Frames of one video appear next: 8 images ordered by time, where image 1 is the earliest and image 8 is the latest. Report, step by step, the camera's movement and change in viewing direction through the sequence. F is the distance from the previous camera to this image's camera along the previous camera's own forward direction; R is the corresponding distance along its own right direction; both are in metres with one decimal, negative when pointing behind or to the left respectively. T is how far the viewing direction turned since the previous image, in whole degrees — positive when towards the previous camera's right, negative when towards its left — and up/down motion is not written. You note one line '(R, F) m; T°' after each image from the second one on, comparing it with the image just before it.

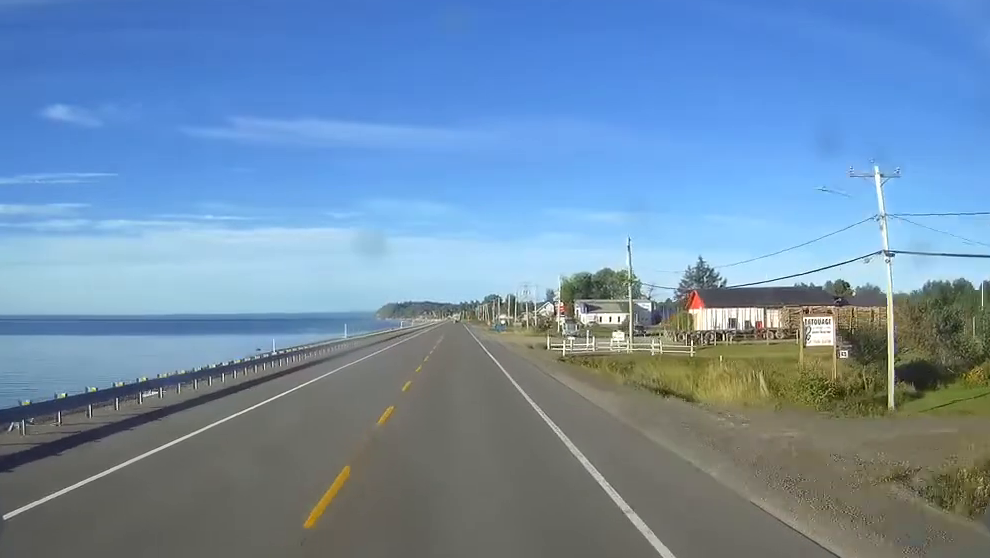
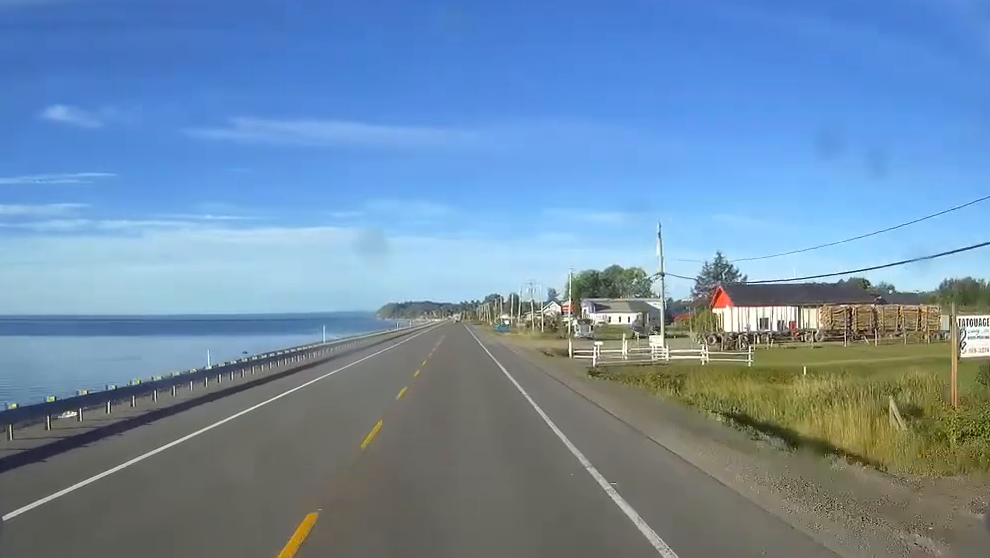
(0.0, +12.1) m; 0°
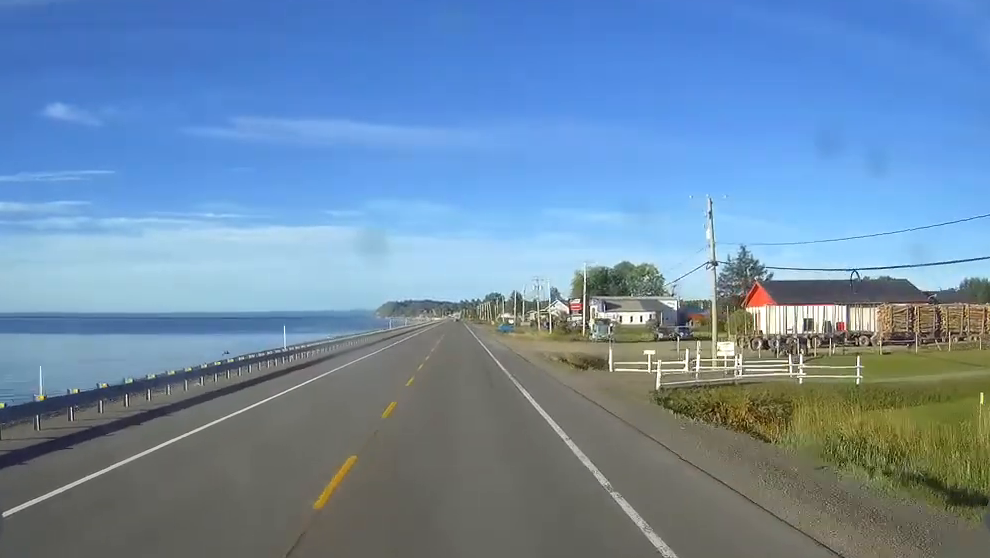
(0.0, +14.0) m; 0°
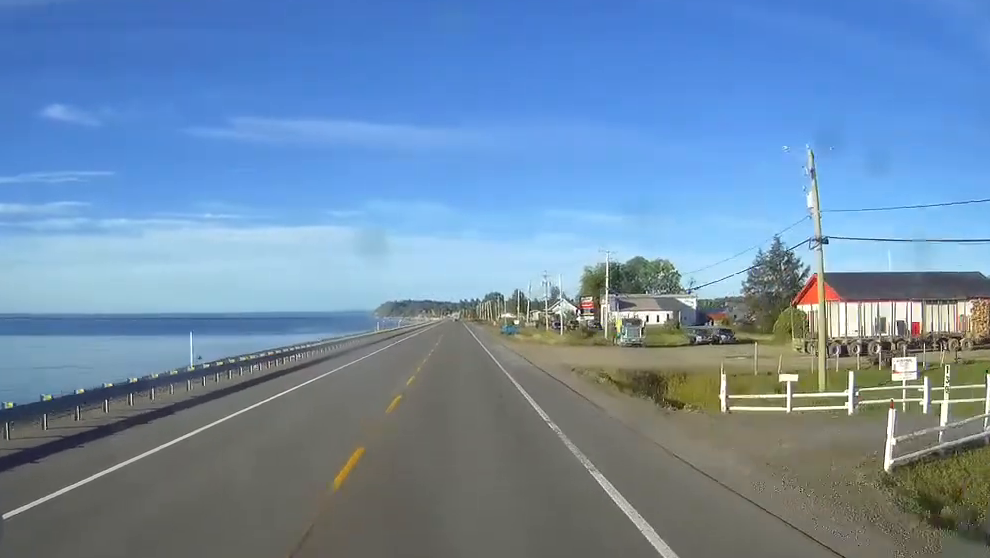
(0.0, +16.7) m; 0°
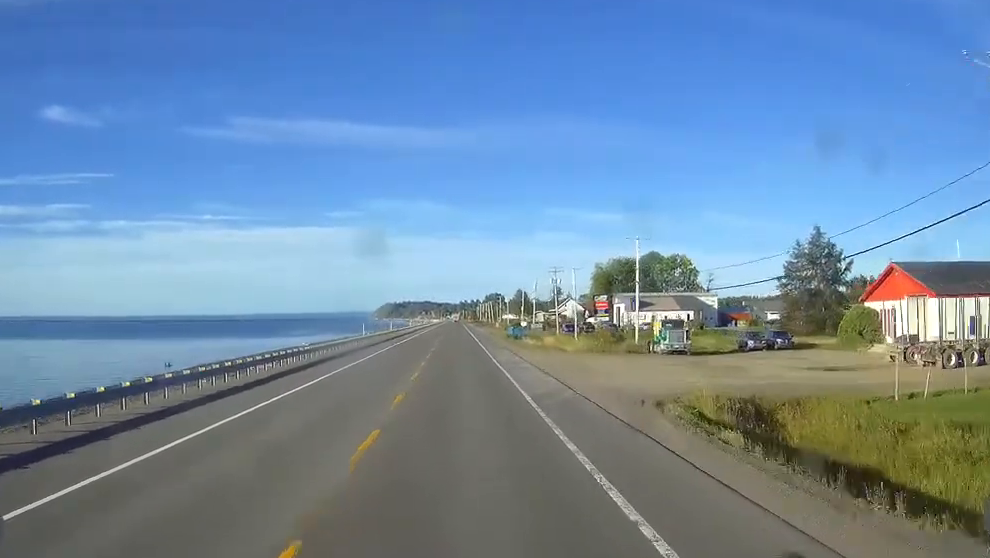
(0.0, +15.8) m; 0°
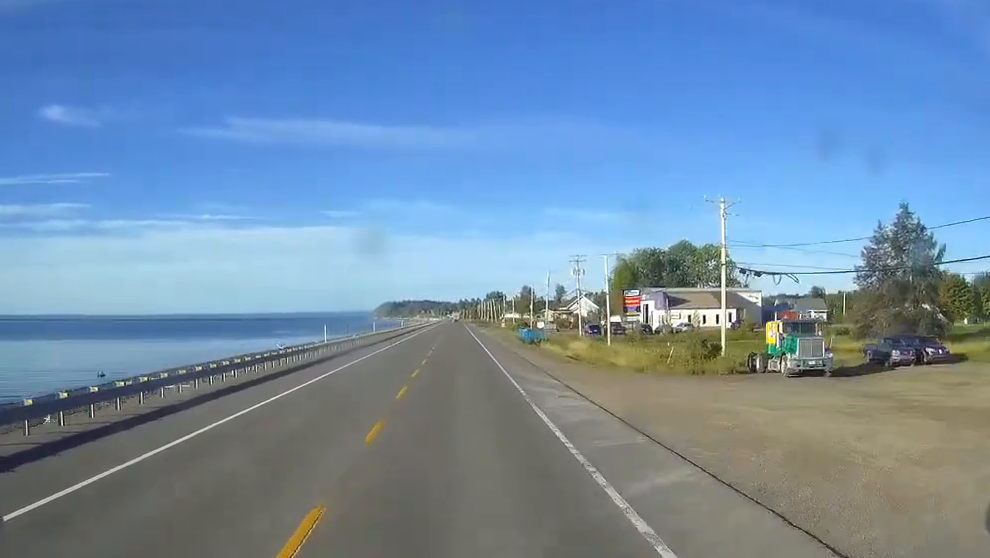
(0.0, +25.1) m; 0°
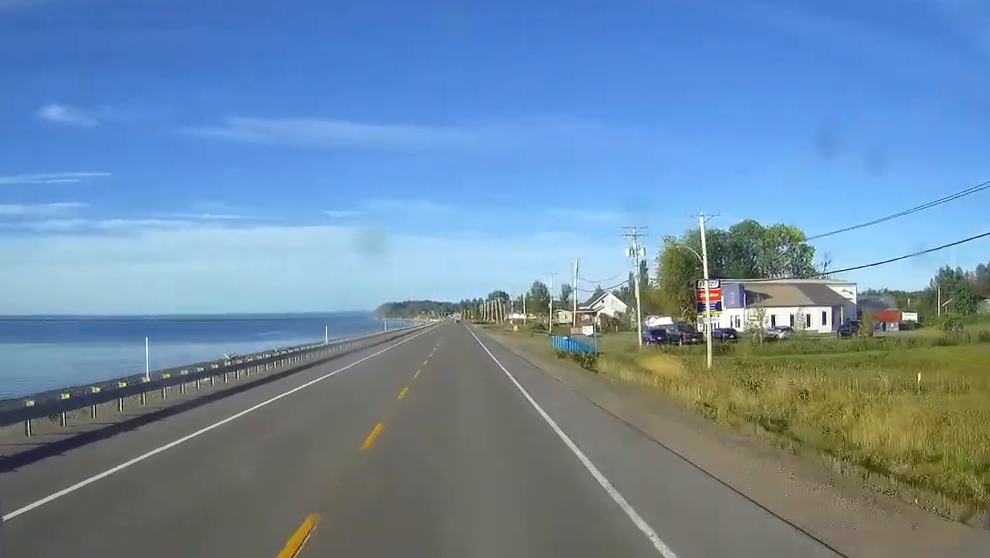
(0.0, +36.2) m; 0°
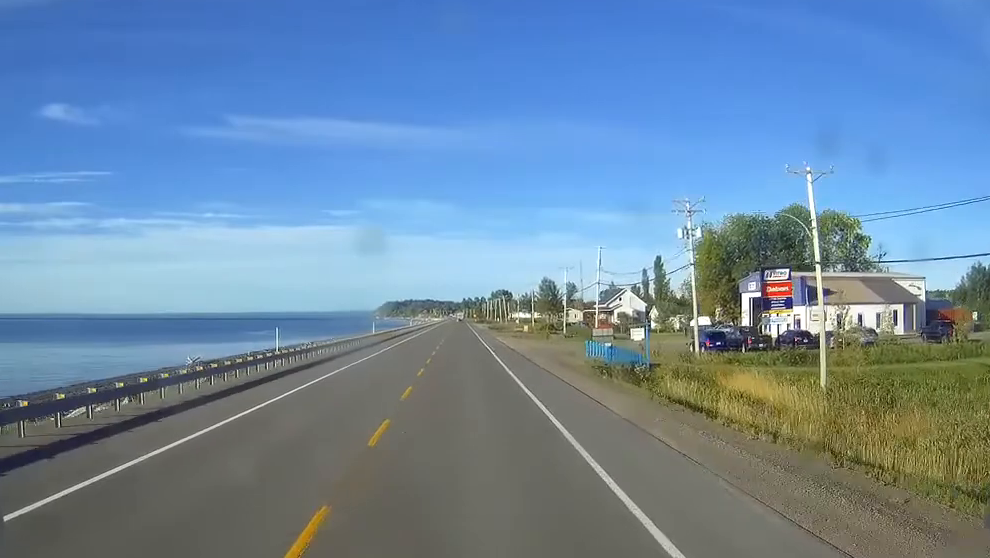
(0.0, +17.6) m; 0°
